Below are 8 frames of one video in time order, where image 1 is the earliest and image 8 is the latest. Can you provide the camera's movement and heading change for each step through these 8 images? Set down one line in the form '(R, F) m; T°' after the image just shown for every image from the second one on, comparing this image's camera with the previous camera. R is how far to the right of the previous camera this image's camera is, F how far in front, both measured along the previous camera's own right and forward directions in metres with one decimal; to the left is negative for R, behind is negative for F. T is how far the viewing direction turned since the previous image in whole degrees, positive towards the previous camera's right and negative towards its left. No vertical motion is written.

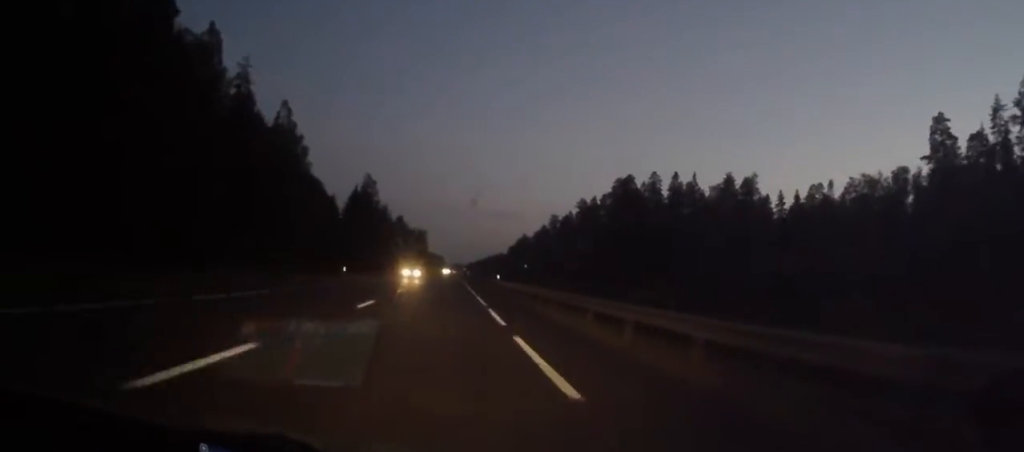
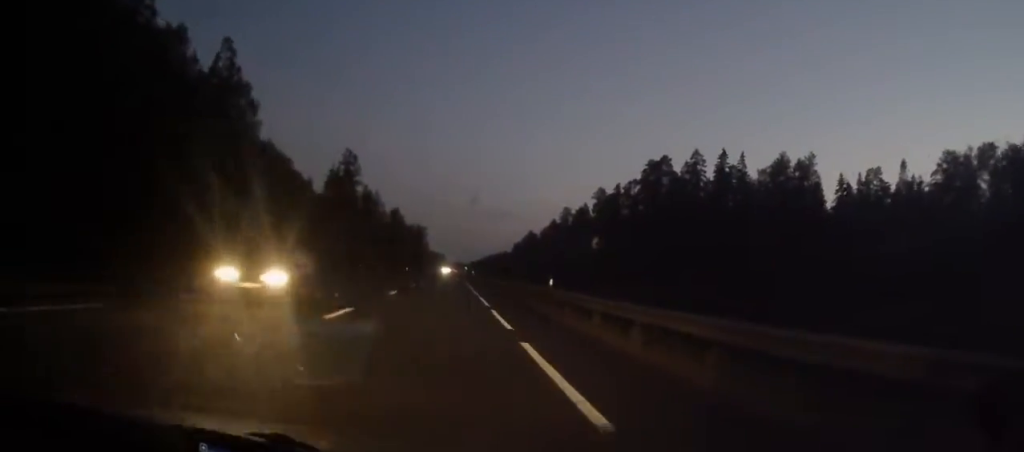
(0.0, +28.4) m; 0°
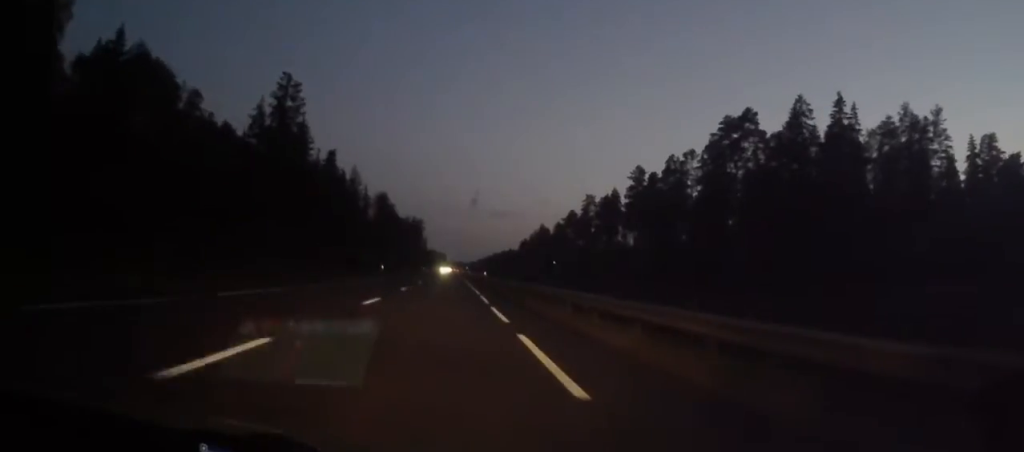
(+0.1, +43.8) m; 0°
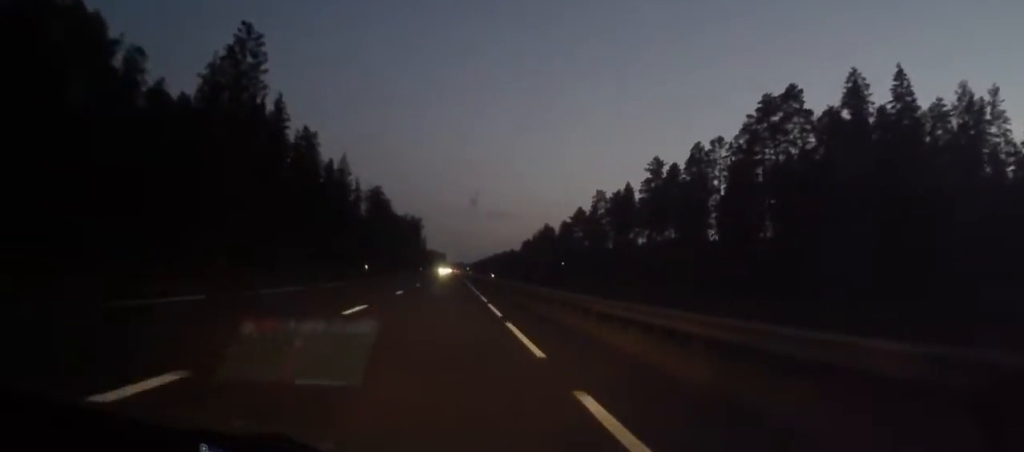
(0.0, +15.3) m; 0°
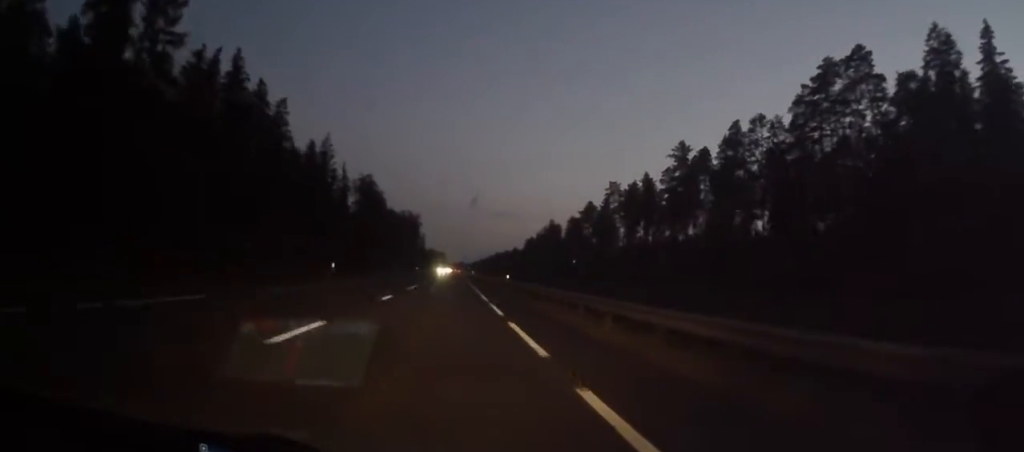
(0.0, +18.2) m; 0°
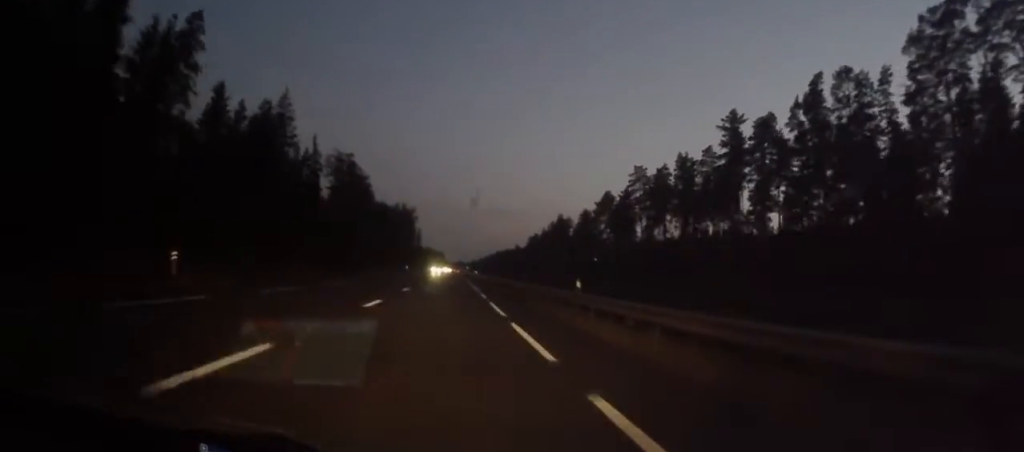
(0.0, +27.6) m; 0°
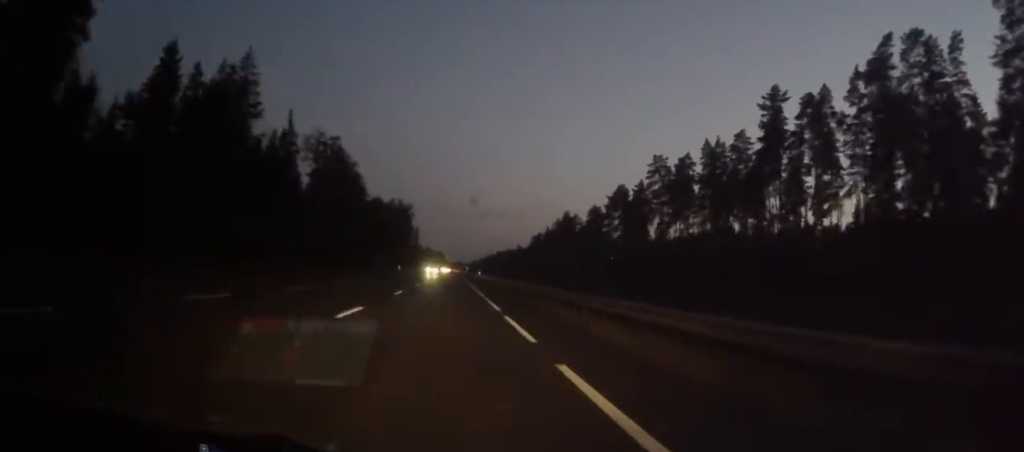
(-0.2, +16.1) m; 0°
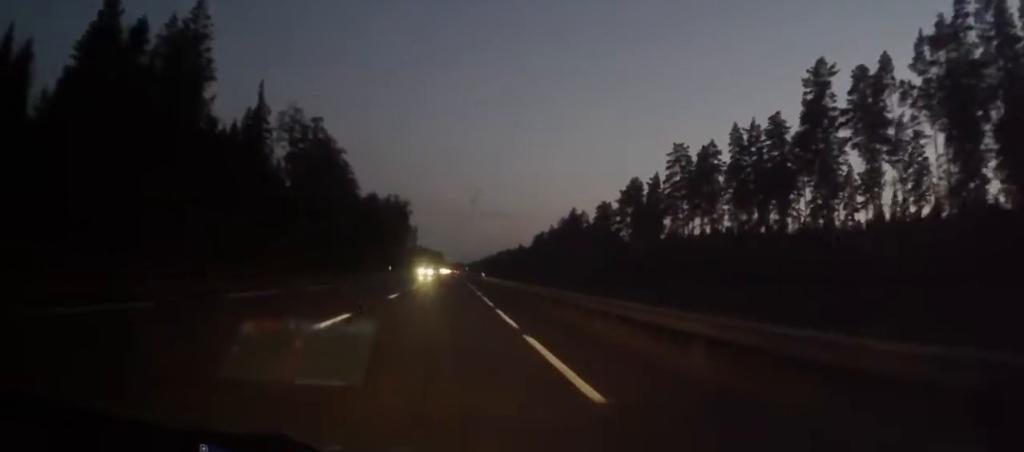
(0.0, +14.2) m; 0°
